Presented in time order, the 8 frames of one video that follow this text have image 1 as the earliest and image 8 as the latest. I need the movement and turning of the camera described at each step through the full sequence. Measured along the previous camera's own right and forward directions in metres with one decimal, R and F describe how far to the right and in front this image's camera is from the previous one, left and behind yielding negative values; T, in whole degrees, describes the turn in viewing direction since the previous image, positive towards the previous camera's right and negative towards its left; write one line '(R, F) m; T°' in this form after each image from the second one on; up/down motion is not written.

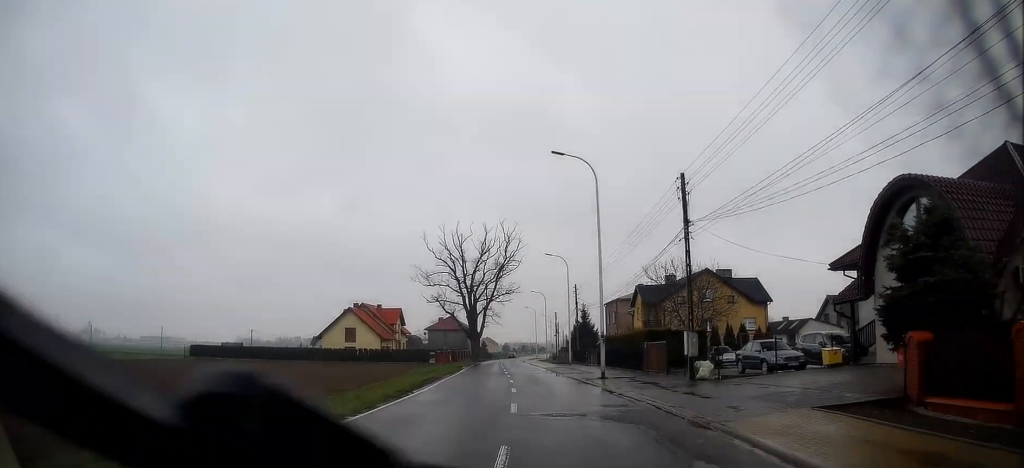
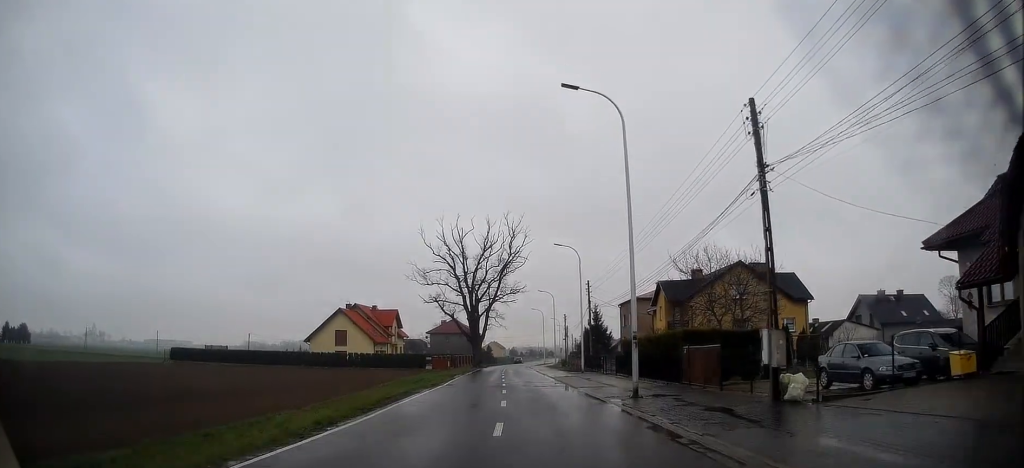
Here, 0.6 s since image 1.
(0.0, +8.0) m; -1°
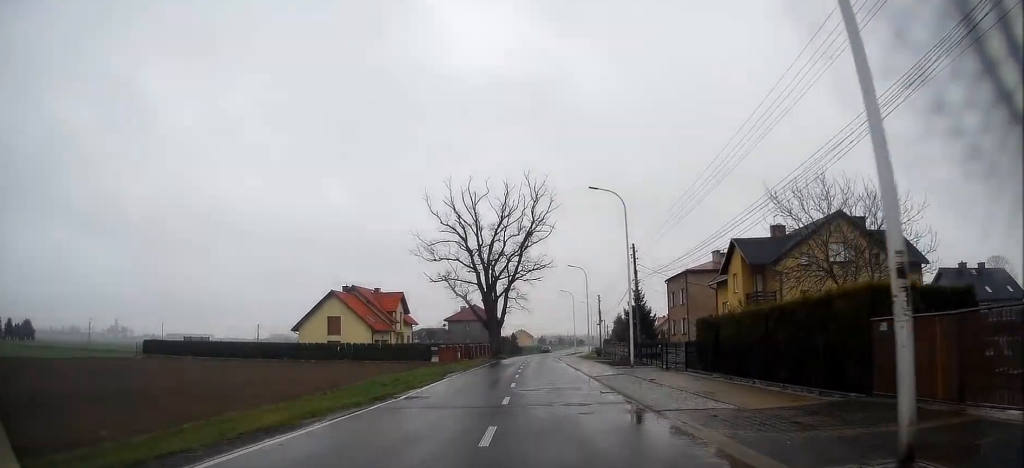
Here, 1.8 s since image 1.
(-0.4, +14.2) m; -3°
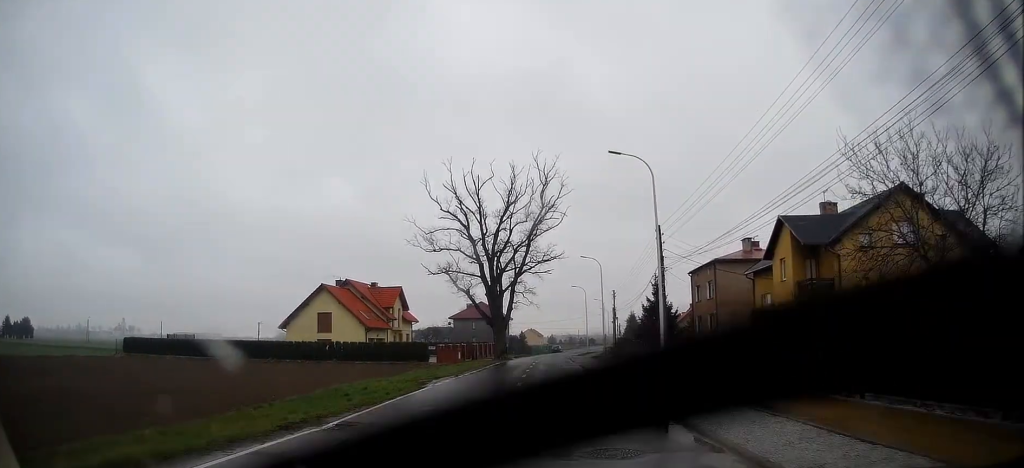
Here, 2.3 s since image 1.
(0.0, +6.6) m; -1°
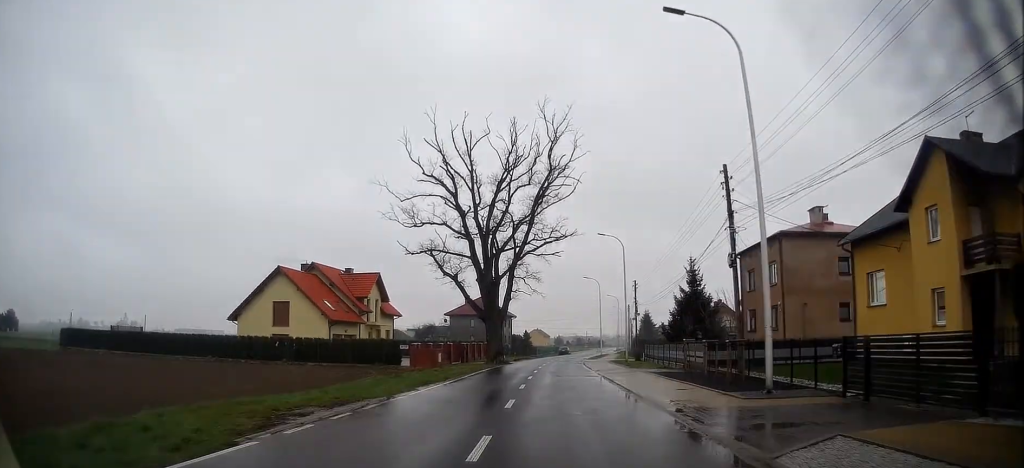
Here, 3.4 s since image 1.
(-0.2, +13.4) m; -1°
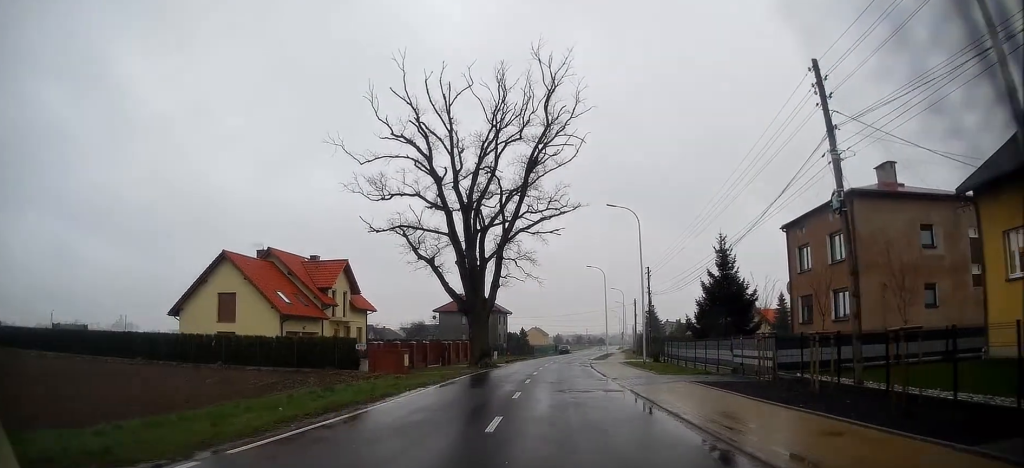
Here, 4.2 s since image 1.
(0.0, +9.4) m; +1°
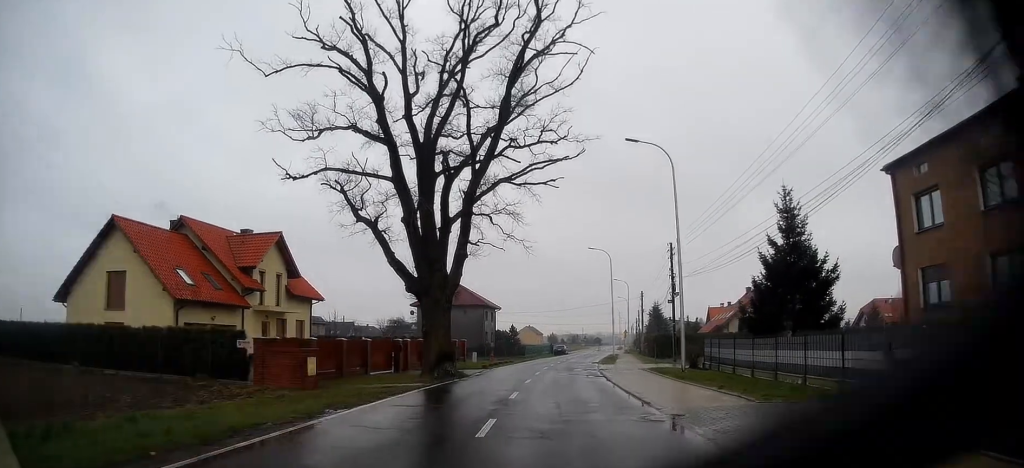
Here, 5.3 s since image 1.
(+0.2, +12.9) m; 0°
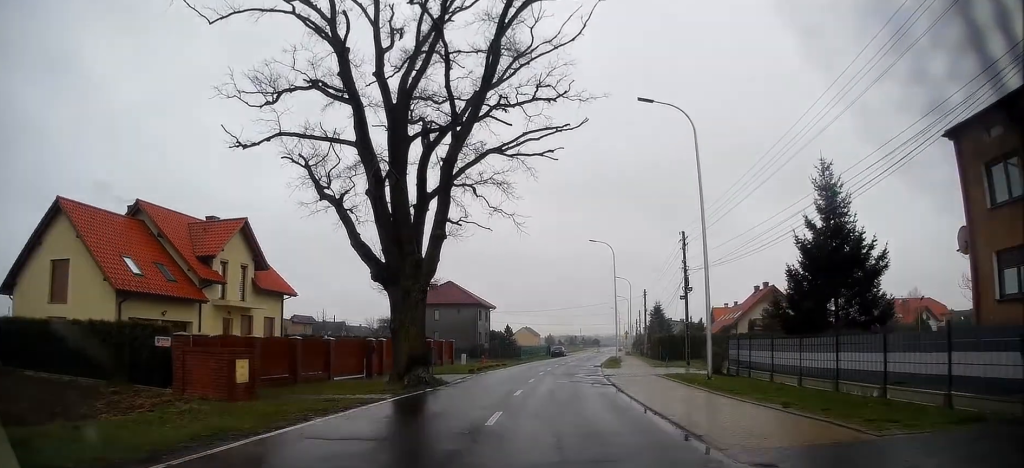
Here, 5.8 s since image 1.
(0.0, +4.8) m; 0°
